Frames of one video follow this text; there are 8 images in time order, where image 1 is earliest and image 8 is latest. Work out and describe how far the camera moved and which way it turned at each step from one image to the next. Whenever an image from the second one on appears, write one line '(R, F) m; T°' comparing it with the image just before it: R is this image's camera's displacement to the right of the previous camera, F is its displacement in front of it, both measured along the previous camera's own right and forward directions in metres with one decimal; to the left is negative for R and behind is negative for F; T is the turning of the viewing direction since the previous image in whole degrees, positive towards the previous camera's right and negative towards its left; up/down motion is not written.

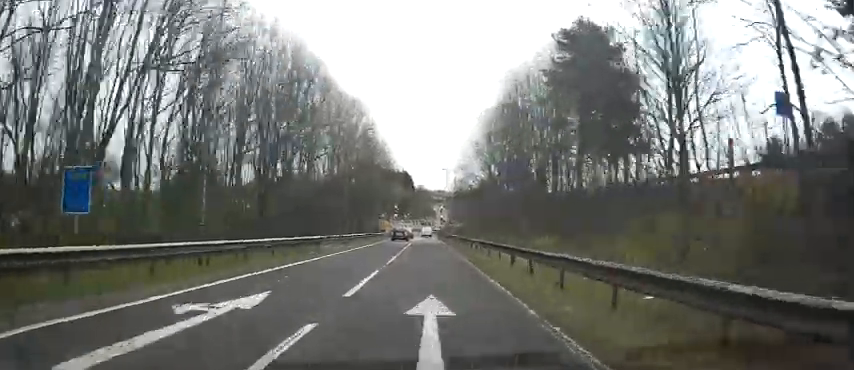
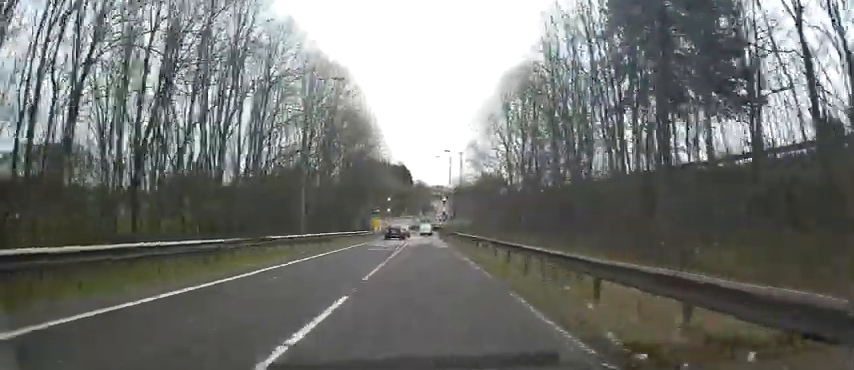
(-0.2, +14.6) m; -3°
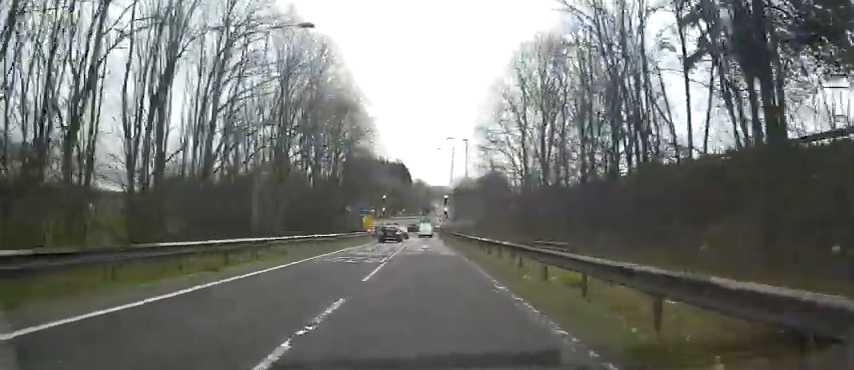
(-0.5, +8.8) m; 0°
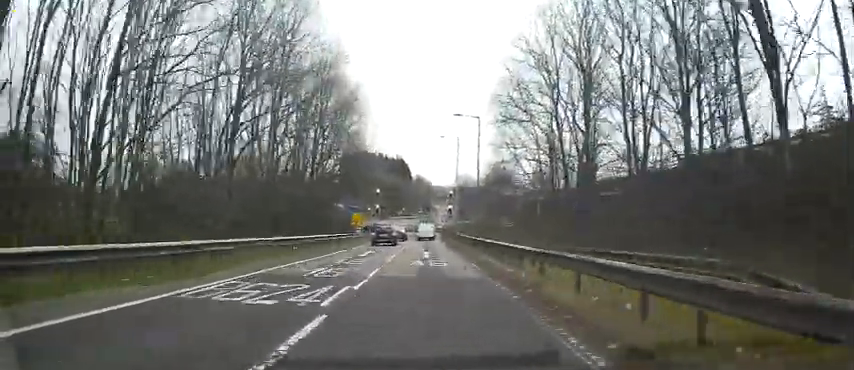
(+0.4, +10.0) m; +2°
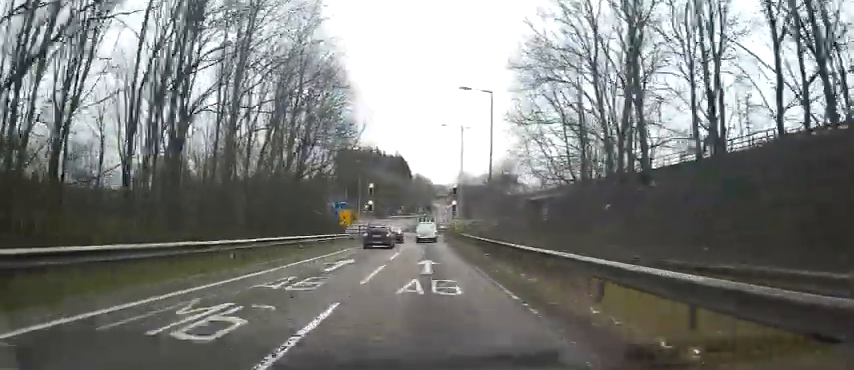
(0.0, +7.5) m; +1°
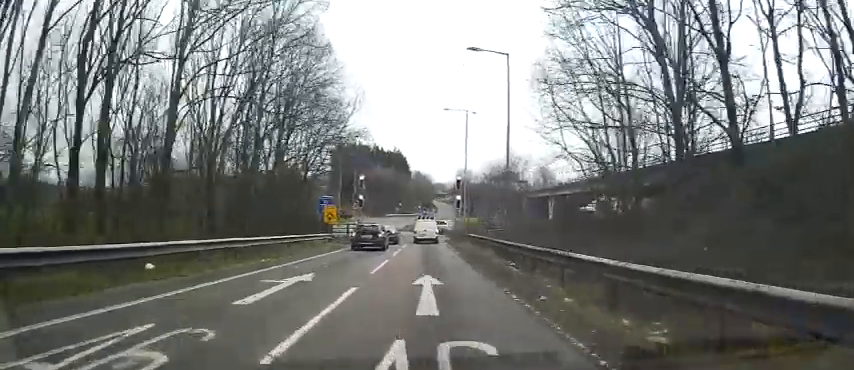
(0.0, +6.5) m; 0°
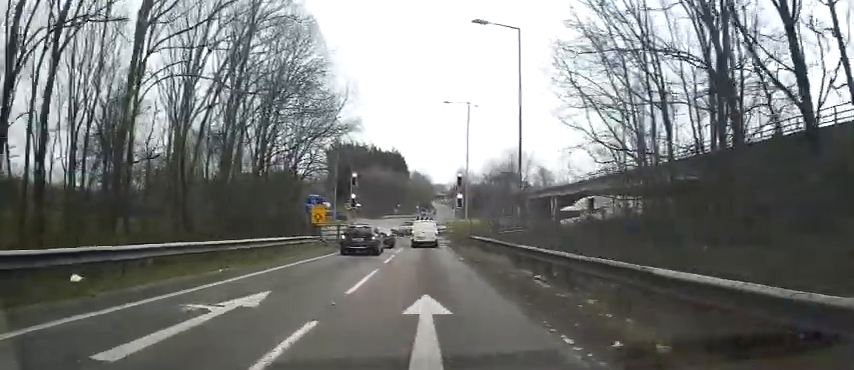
(+0.1, +3.4) m; 0°
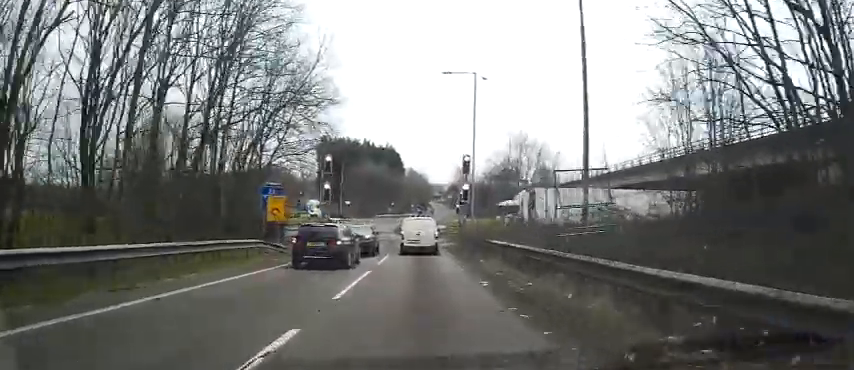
(-0.4, +7.9) m; -5°
